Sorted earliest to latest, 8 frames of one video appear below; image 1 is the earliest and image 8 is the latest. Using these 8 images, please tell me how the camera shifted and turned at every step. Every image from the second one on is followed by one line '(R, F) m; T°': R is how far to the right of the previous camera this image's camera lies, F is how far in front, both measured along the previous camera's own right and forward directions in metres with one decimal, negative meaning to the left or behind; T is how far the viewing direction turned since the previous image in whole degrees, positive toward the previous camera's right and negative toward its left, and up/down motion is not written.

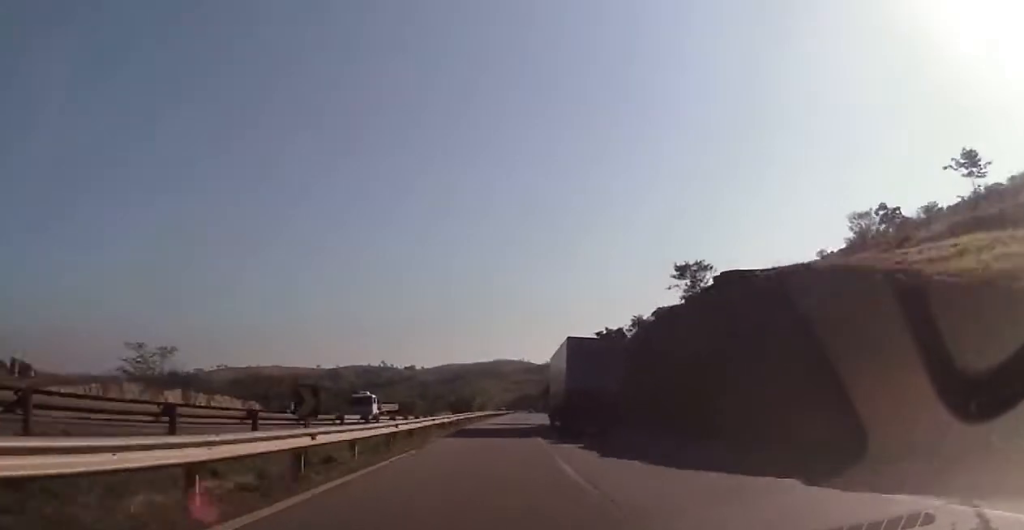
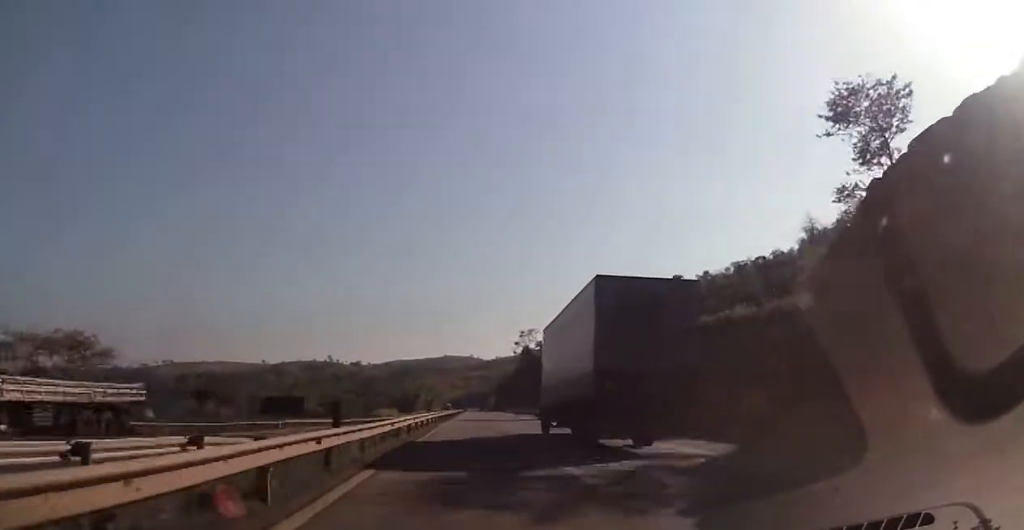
(+2.4, +36.2) m; +6°
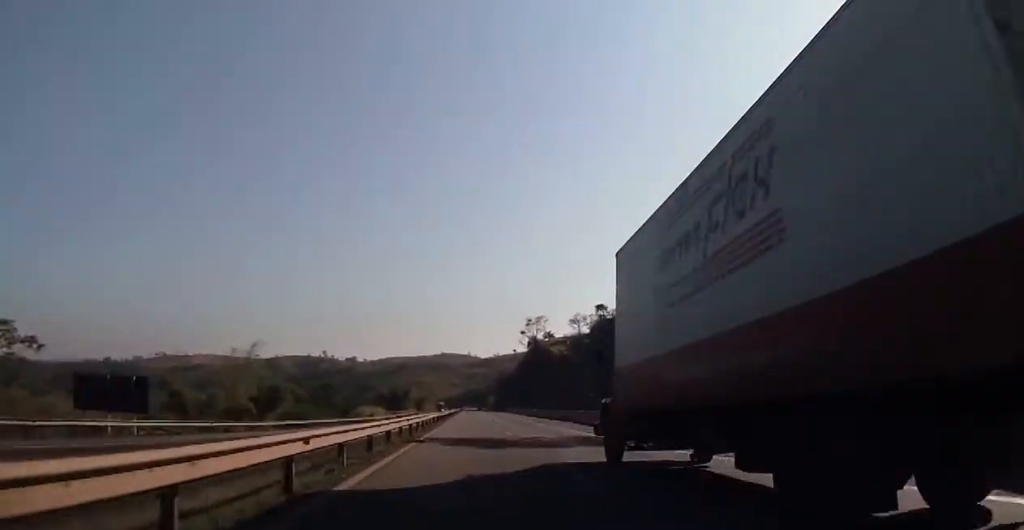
(+0.8, +34.1) m; +2°
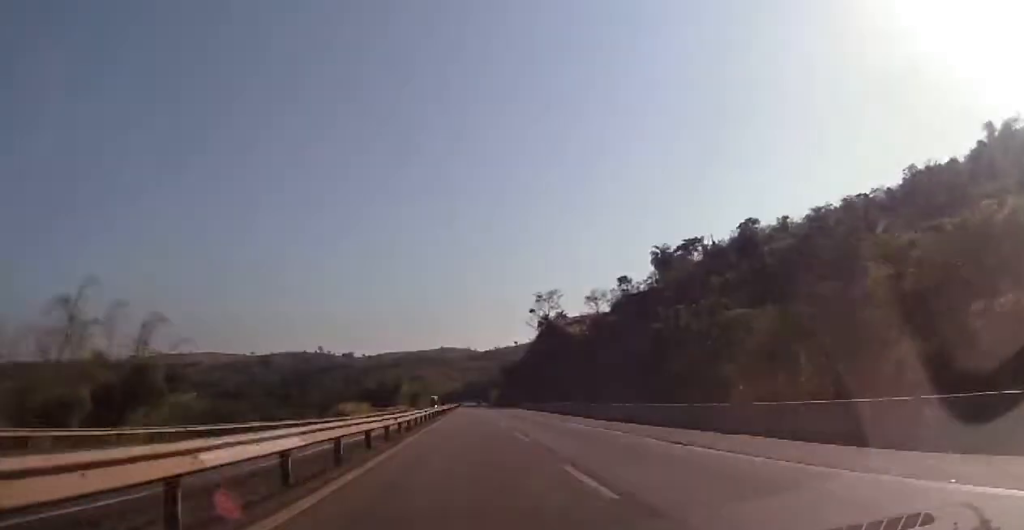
(+0.2, +35.3) m; +1°
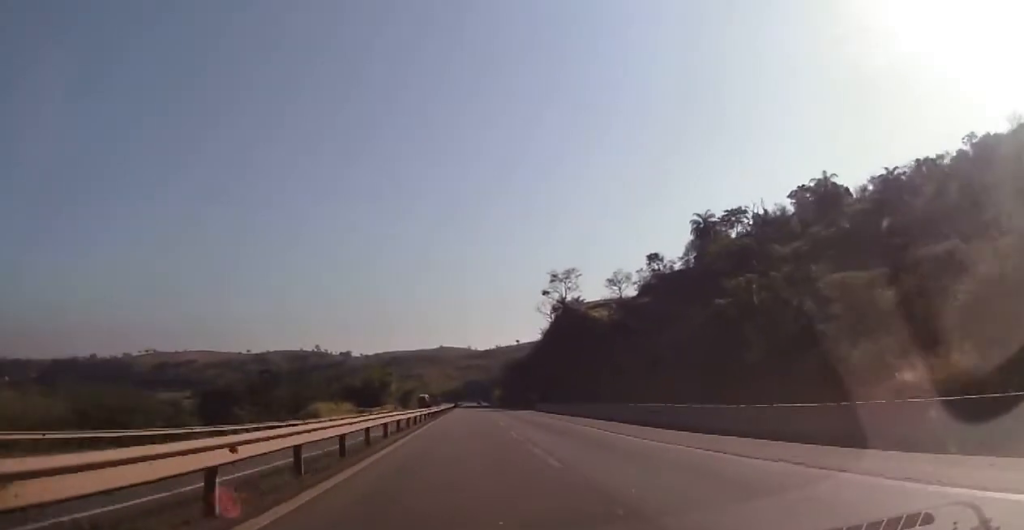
(+0.2, +30.6) m; 0°
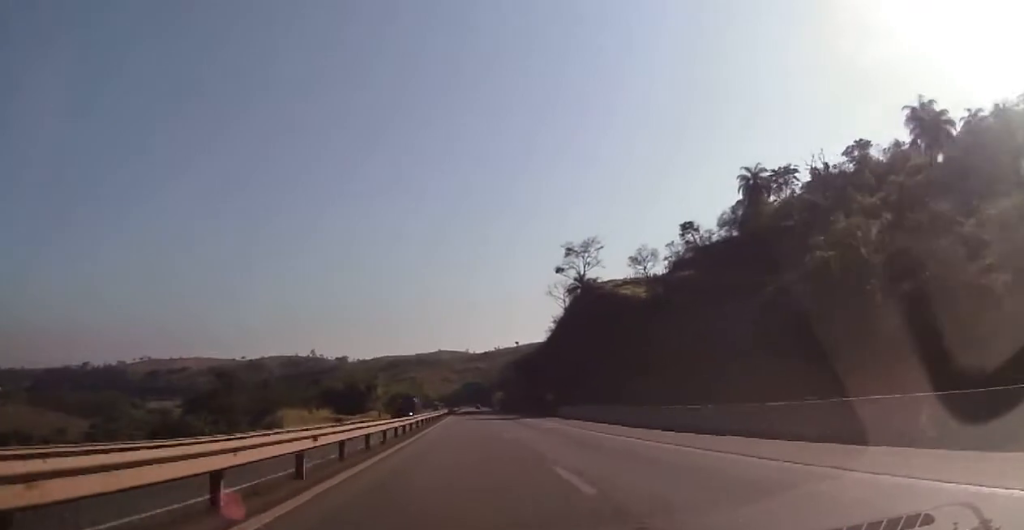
(0.0, +27.6) m; 0°
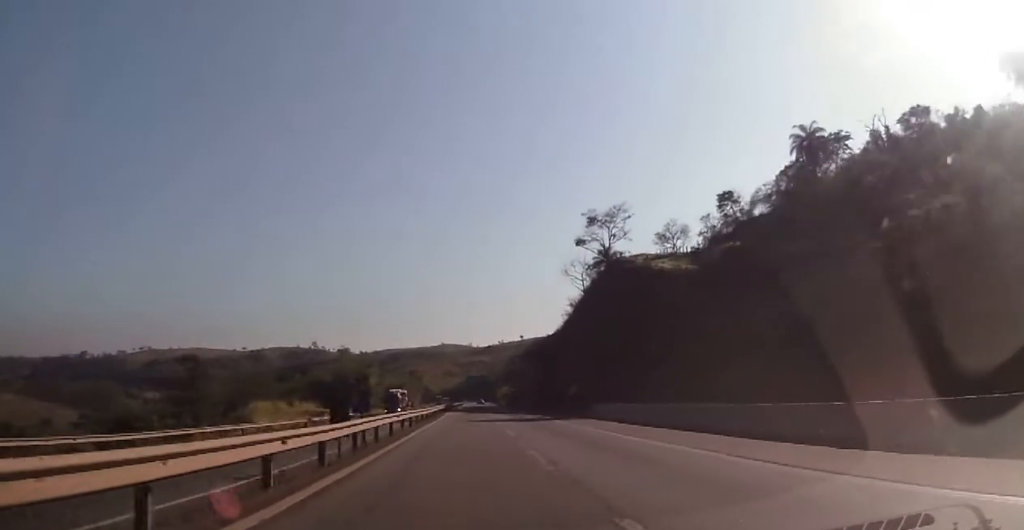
(0.0, +17.8) m; 0°
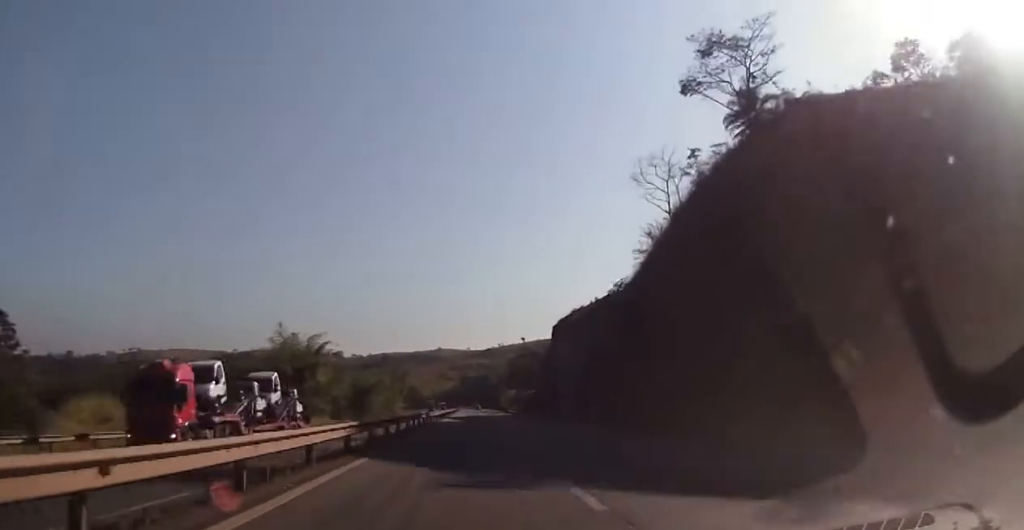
(0.0, +52.7) m; 0°
